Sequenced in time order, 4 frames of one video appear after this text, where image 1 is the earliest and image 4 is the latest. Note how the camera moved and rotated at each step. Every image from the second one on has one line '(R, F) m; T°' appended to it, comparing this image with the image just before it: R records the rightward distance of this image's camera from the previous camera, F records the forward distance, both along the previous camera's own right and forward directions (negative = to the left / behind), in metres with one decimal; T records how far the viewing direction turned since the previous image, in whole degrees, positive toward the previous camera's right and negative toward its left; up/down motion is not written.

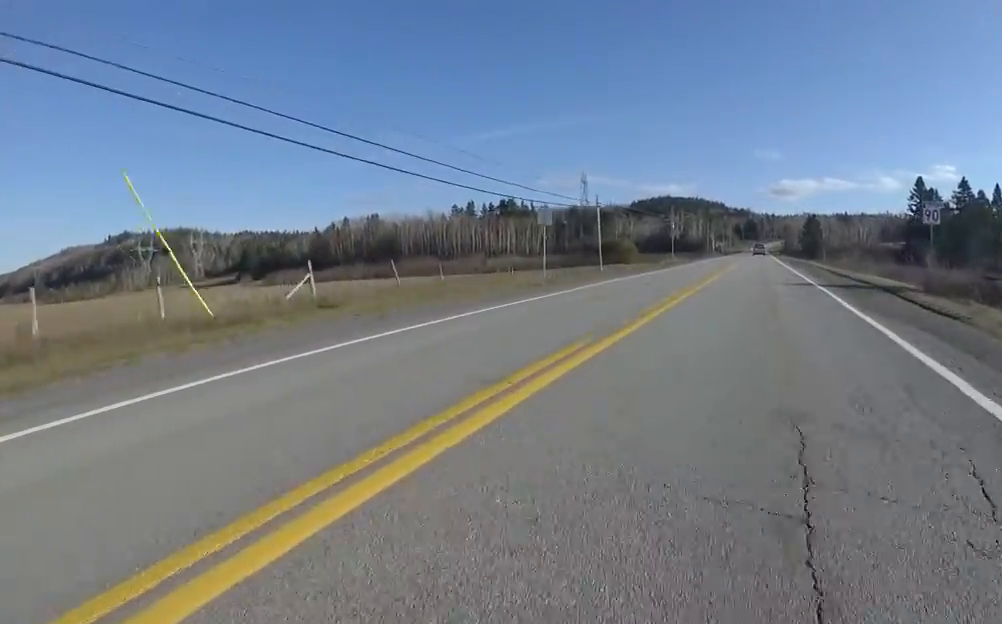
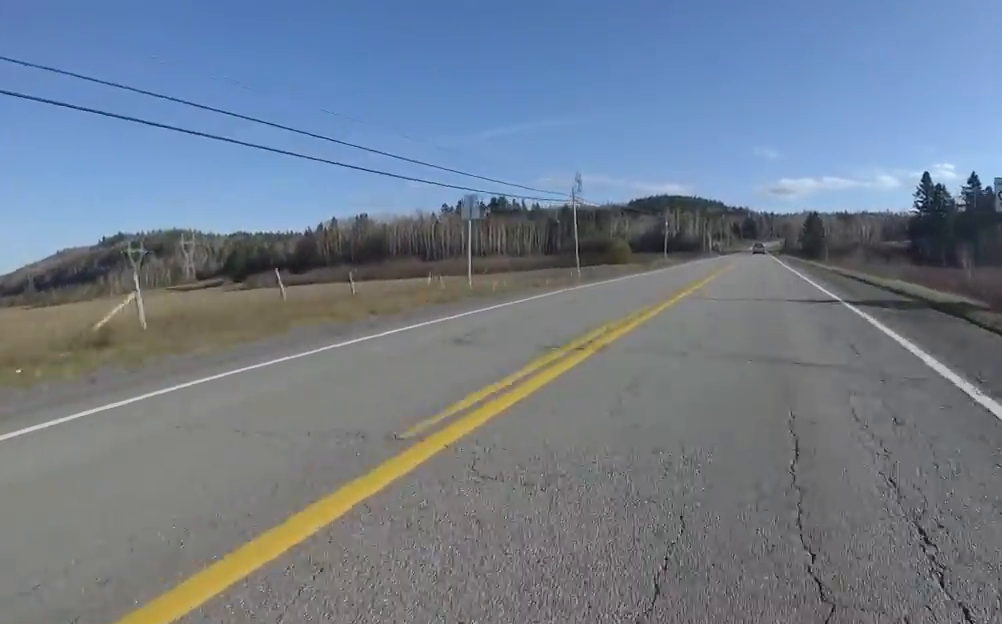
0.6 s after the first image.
(+1.0, +6.0) m; 0°
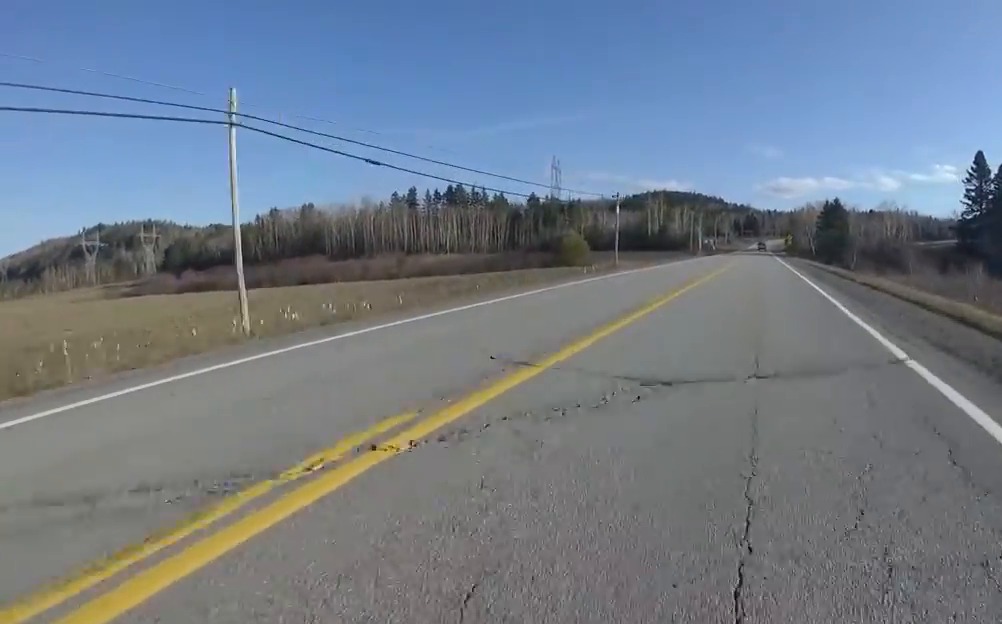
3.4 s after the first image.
(-2.0, +30.0) m; -5°
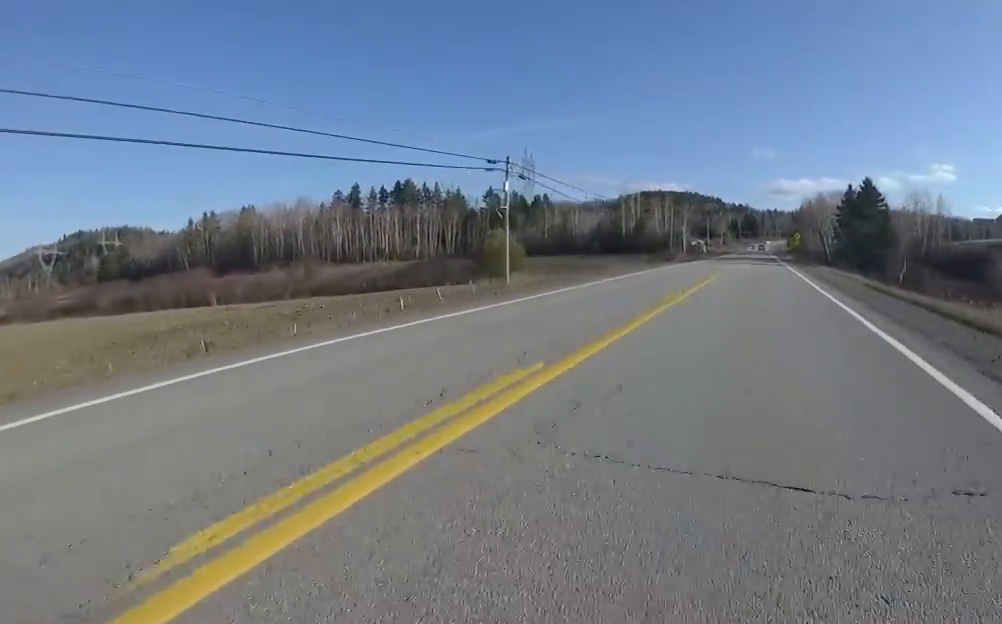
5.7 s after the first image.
(+2.4, +24.7) m; +1°
